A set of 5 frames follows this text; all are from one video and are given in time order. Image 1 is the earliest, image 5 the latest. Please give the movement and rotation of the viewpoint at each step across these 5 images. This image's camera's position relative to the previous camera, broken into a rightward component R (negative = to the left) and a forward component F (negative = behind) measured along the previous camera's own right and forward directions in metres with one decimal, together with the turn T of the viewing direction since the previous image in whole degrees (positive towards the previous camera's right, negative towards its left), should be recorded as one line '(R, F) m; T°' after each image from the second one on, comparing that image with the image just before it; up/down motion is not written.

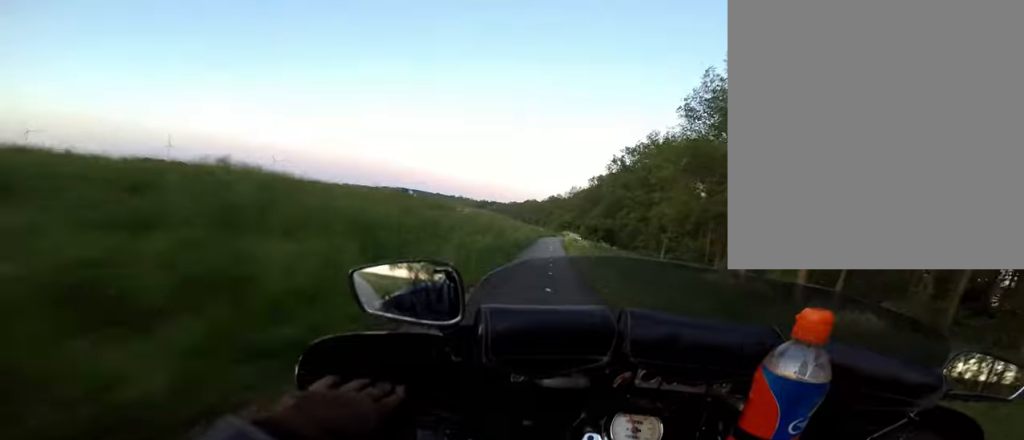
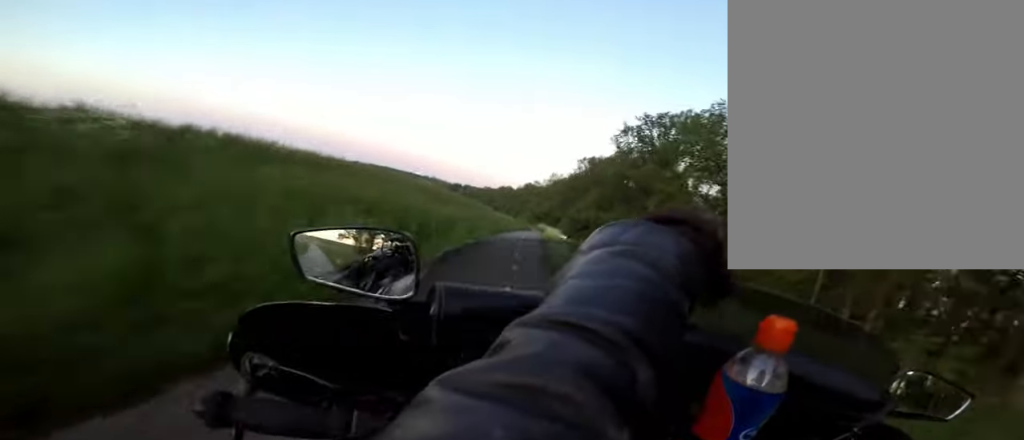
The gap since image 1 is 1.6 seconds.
(0.0, +18.9) m; 0°
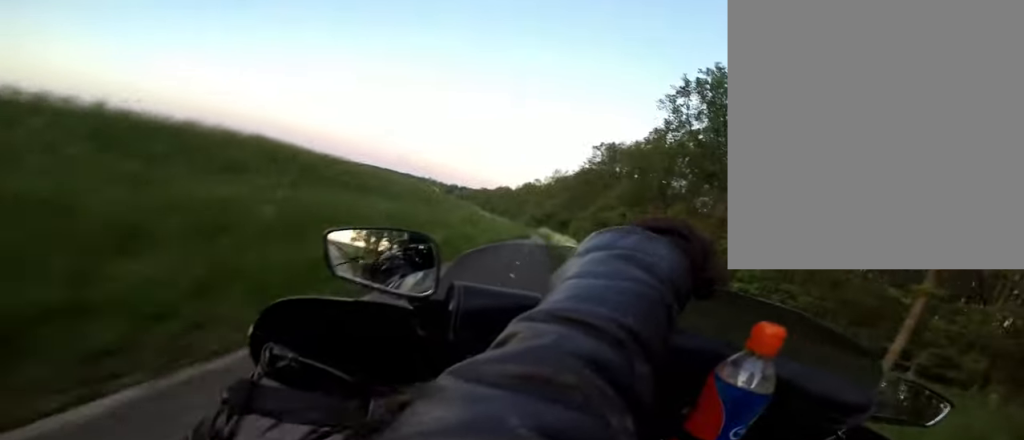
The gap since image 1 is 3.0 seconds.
(-0.1, +15.8) m; +5°
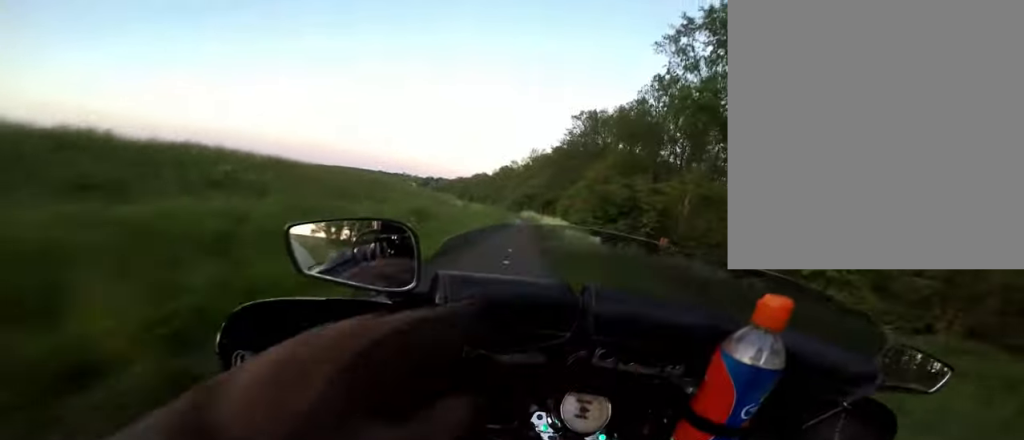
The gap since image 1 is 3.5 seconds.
(+0.4, +6.0) m; +2°
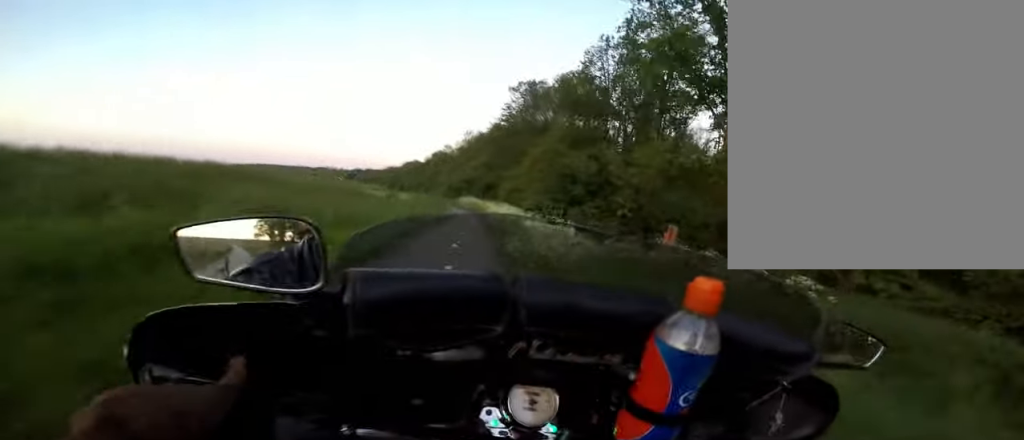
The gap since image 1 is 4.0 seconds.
(+0.5, +5.1) m; +2°
